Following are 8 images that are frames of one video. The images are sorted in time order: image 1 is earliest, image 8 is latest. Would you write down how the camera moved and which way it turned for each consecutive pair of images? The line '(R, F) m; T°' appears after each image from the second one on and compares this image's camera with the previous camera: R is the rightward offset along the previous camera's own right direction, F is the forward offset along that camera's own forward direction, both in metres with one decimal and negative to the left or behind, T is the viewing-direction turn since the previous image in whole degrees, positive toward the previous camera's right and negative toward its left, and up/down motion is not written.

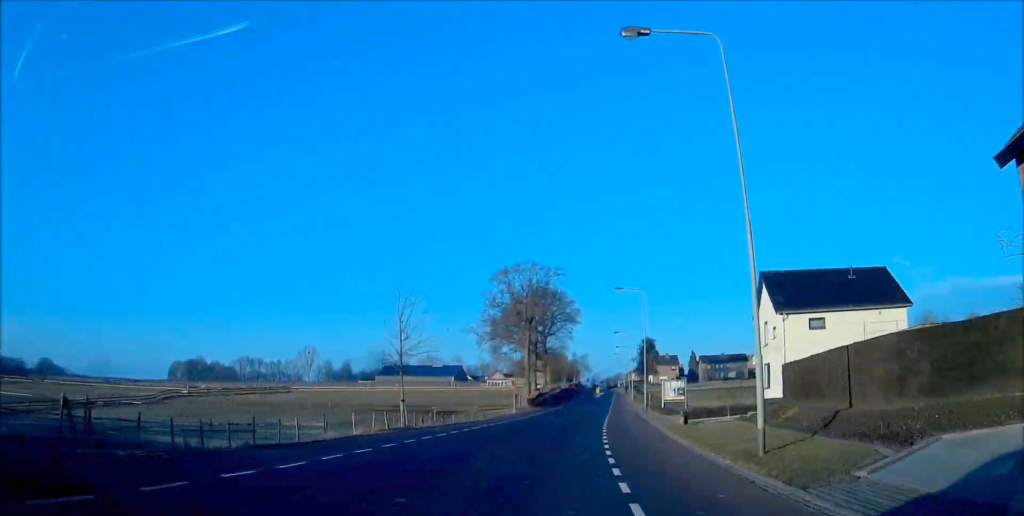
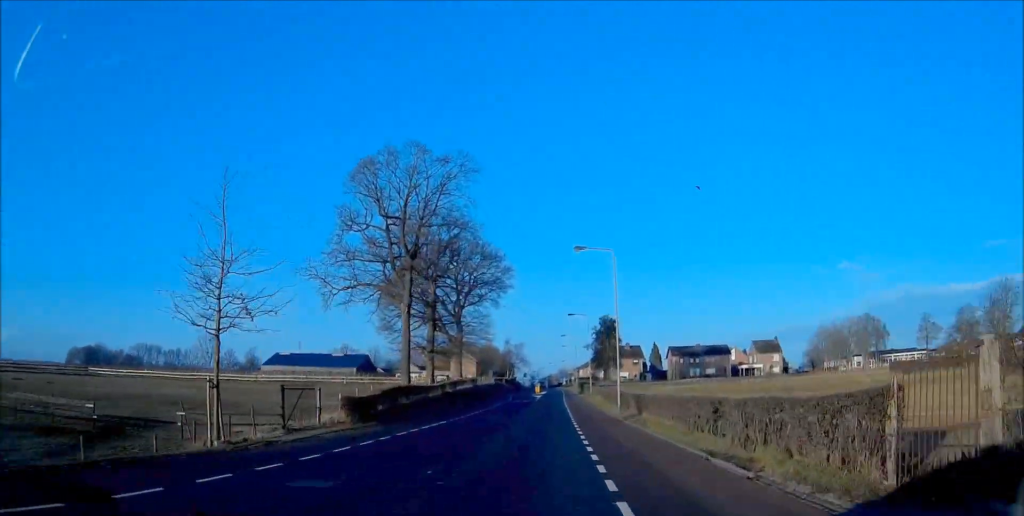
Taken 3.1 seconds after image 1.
(+1.2, +48.4) m; +3°
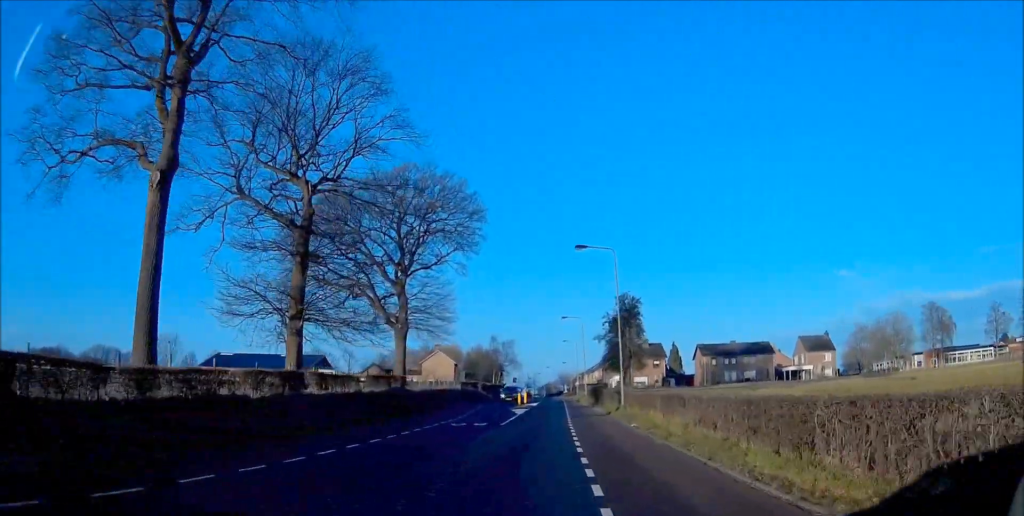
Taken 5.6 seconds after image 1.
(+0.5, +37.4) m; +1°
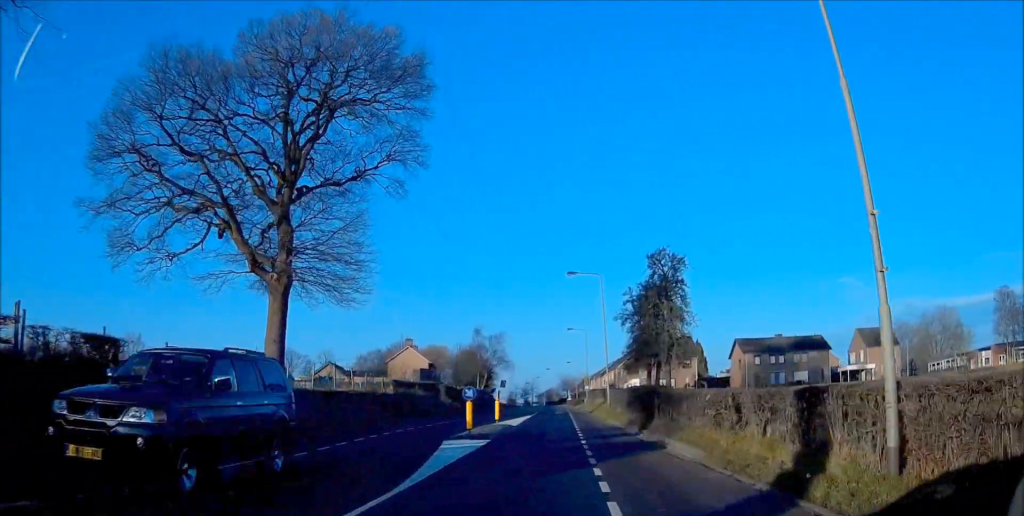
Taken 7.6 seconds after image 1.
(+0.1, +30.3) m; 0°
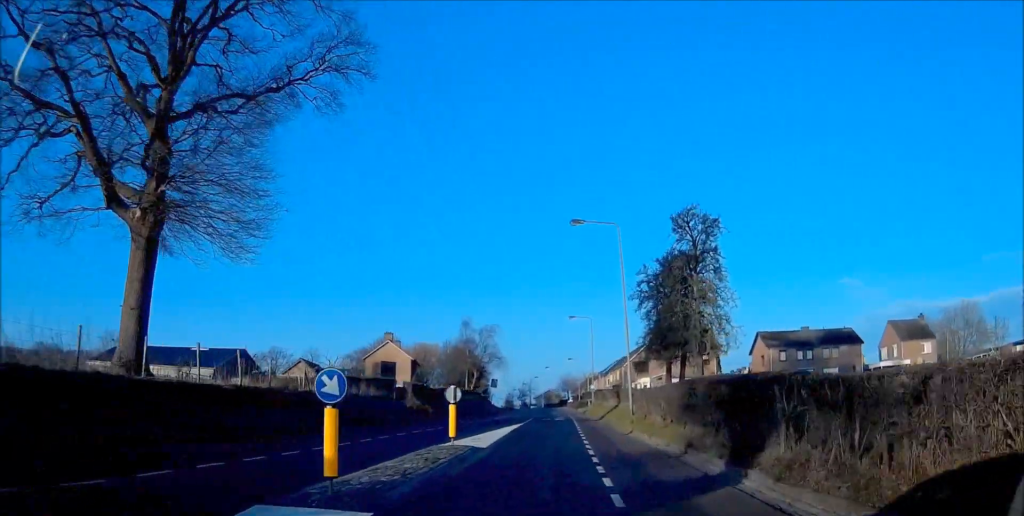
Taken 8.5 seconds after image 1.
(-0.1, +13.2) m; 0°
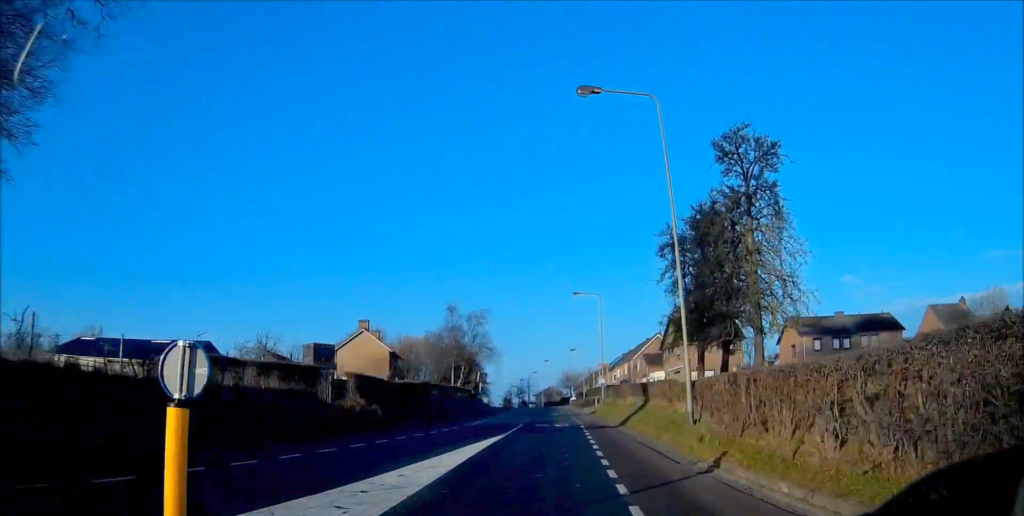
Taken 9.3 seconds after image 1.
(-0.1, +13.2) m; 0°
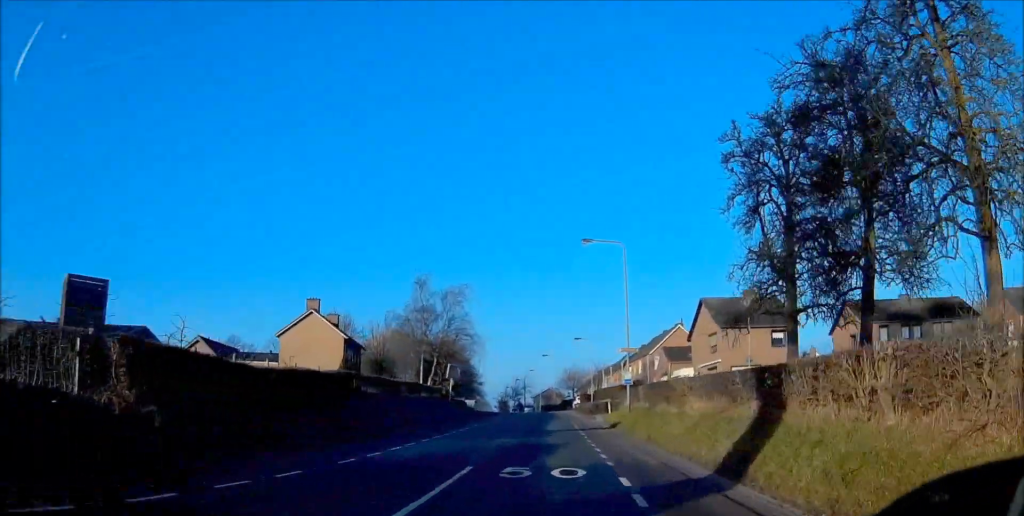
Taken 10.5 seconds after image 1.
(+0.1, +18.4) m; 0°
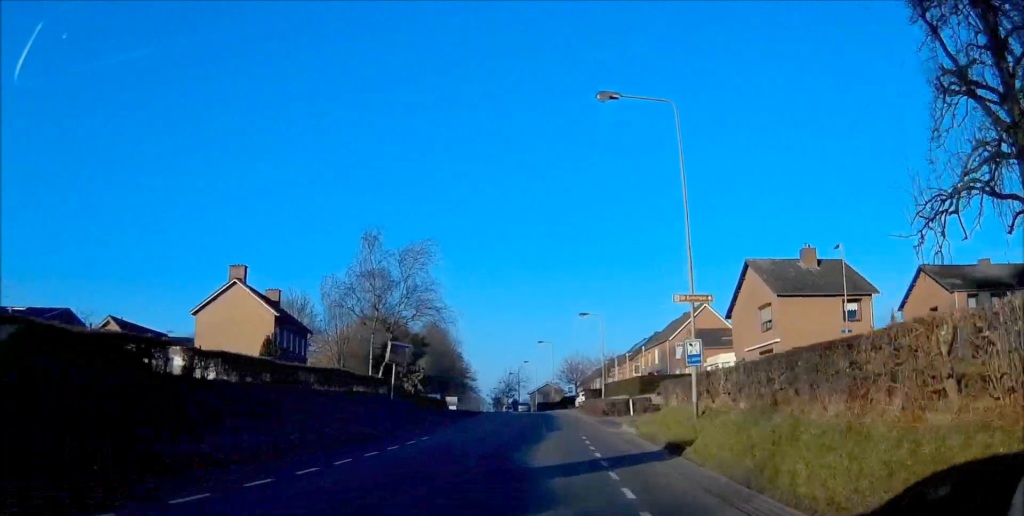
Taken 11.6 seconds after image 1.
(0.0, +16.5) m; -1°
